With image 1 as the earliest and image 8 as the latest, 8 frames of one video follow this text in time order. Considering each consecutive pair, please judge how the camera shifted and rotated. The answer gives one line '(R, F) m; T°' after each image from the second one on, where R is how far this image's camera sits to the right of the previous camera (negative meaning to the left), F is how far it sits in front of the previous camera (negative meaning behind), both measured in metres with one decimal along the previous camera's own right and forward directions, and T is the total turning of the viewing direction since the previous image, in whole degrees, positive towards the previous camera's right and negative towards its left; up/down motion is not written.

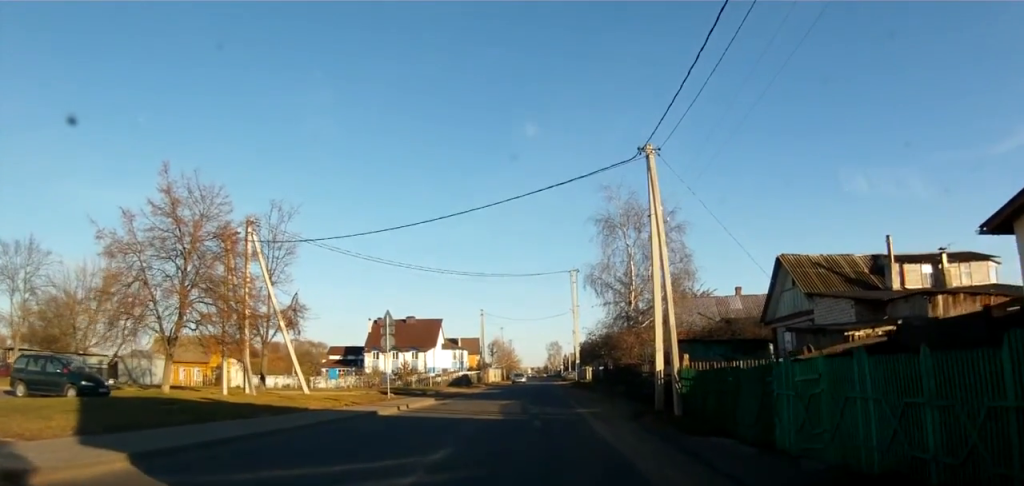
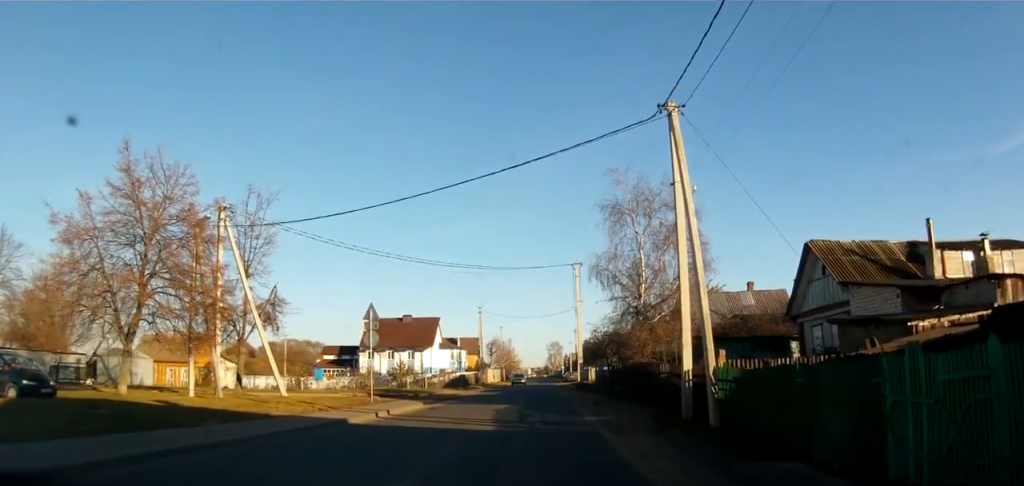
(+0.2, +3.7) m; 0°
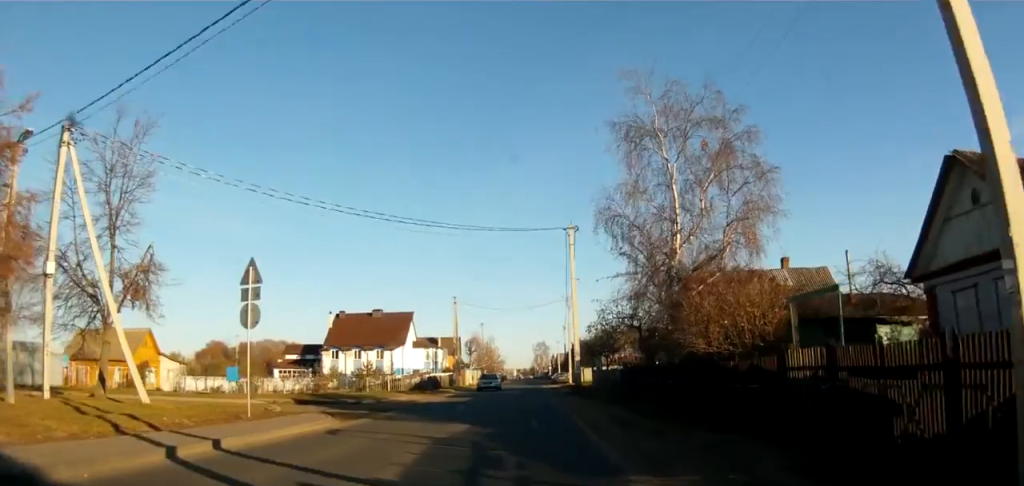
(-0.2, +11.8) m; +1°
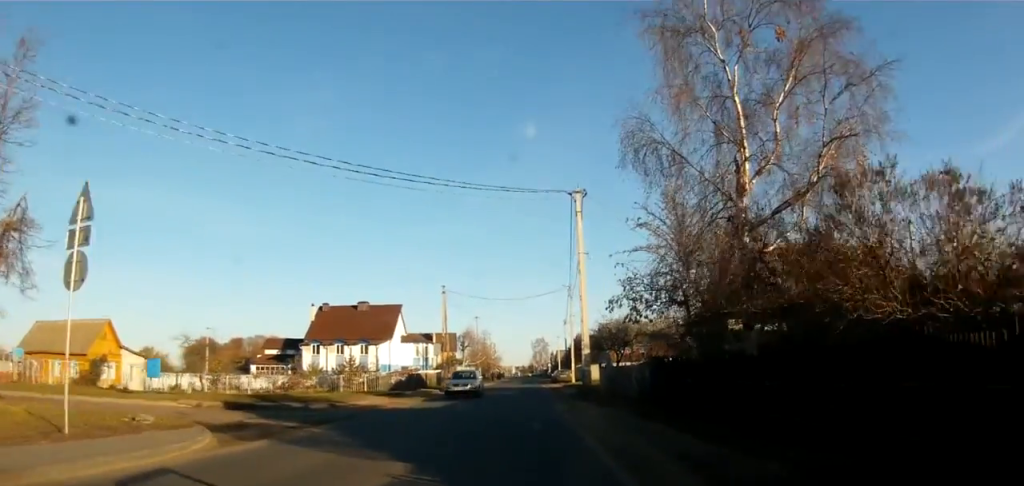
(+0.2, +7.7) m; 0°
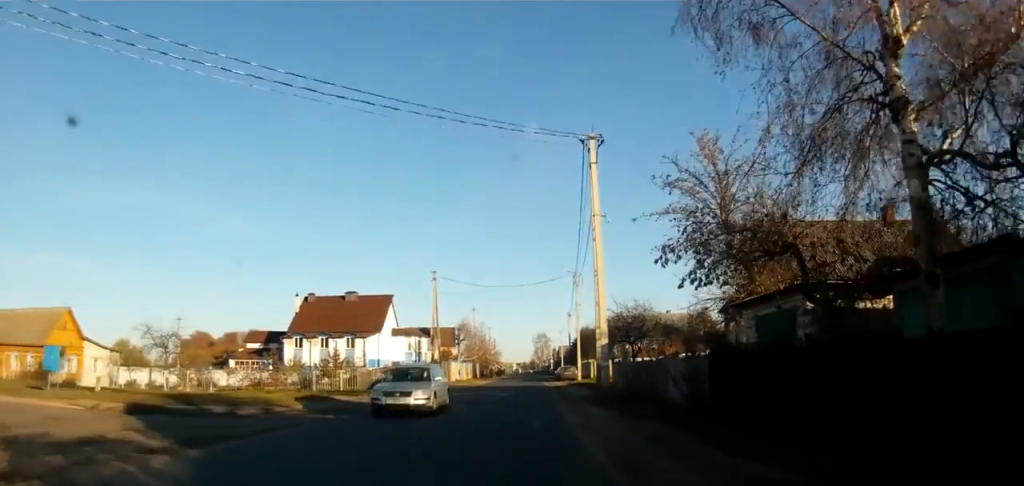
(-0.1, +6.3) m; -2°
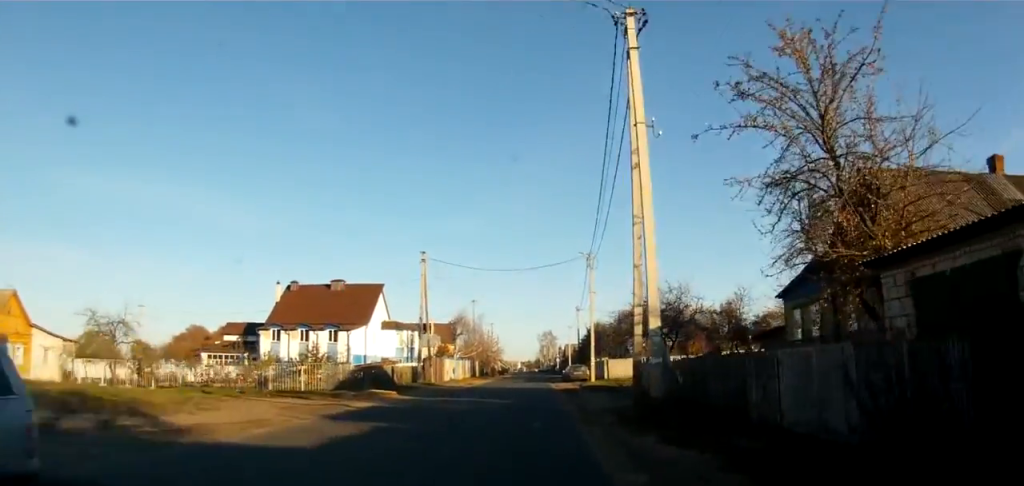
(-0.3, +8.1) m; 0°
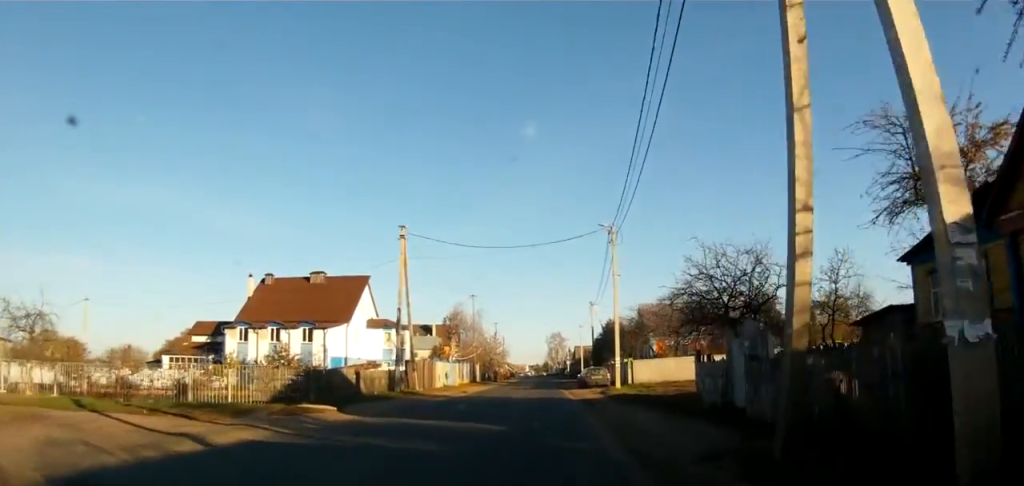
(+0.5, +10.4) m; +3°
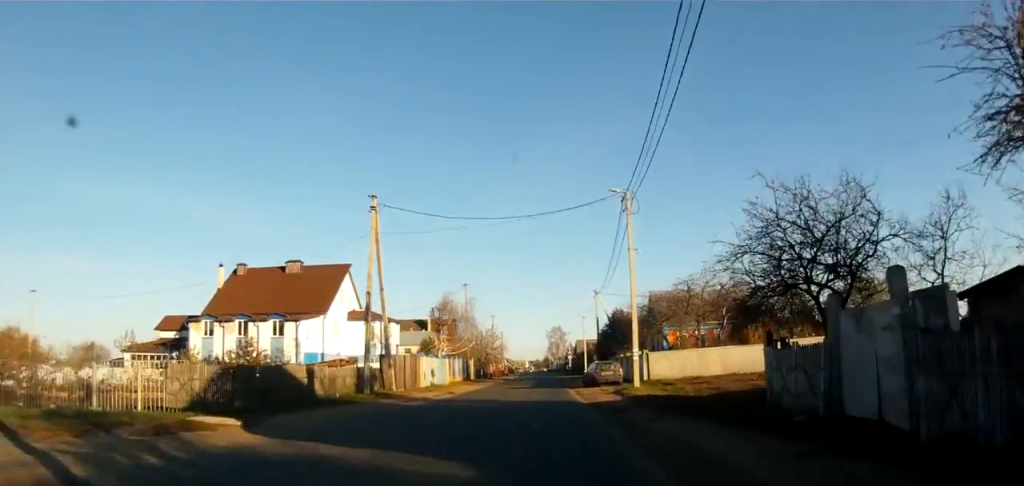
(0.0, +6.5) m; 0°
